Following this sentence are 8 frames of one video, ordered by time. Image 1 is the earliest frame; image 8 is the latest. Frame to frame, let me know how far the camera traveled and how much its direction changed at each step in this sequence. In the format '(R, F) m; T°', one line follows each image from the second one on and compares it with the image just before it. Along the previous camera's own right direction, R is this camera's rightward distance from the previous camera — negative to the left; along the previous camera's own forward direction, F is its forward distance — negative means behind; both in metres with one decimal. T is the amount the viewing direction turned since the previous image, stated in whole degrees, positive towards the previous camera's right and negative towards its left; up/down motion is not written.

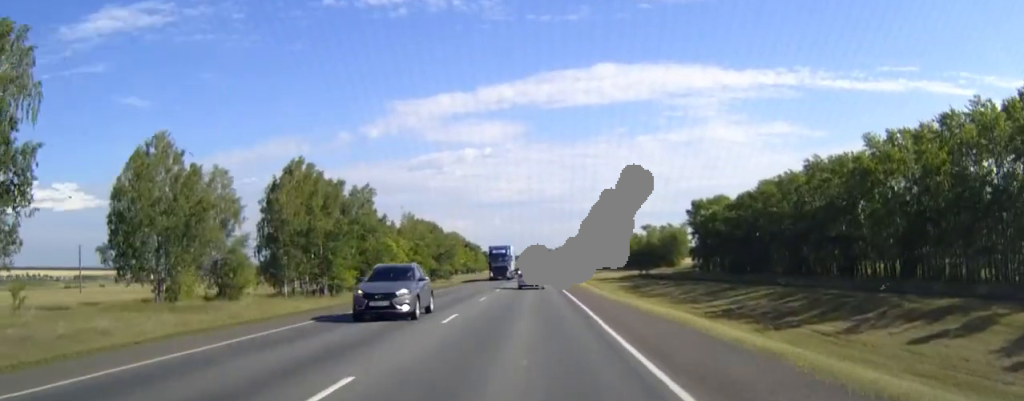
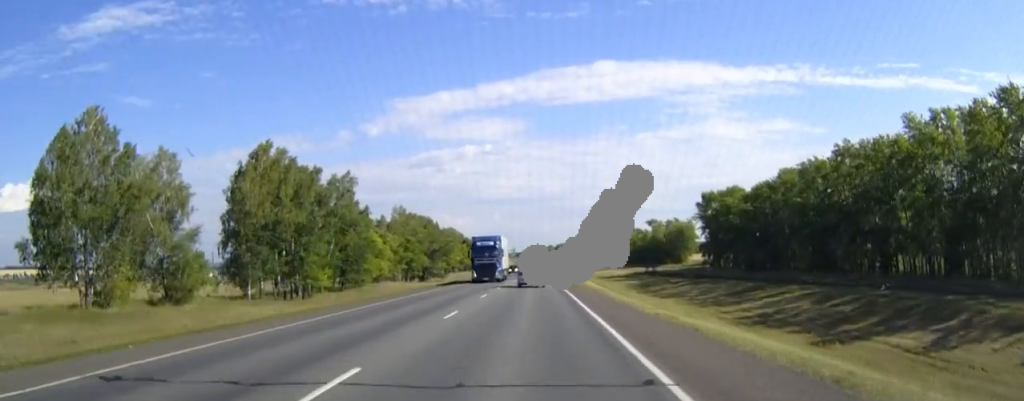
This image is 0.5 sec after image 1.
(0.0, +11.3) m; 0°
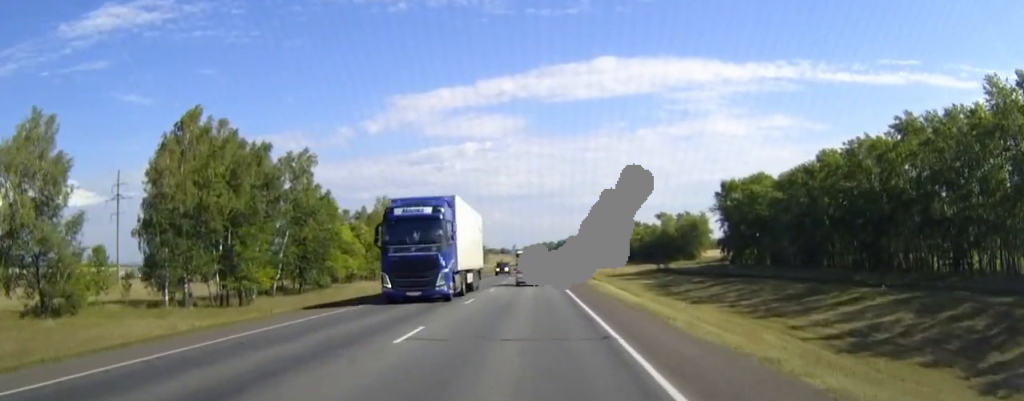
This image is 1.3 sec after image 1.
(0.0, +18.1) m; 0°
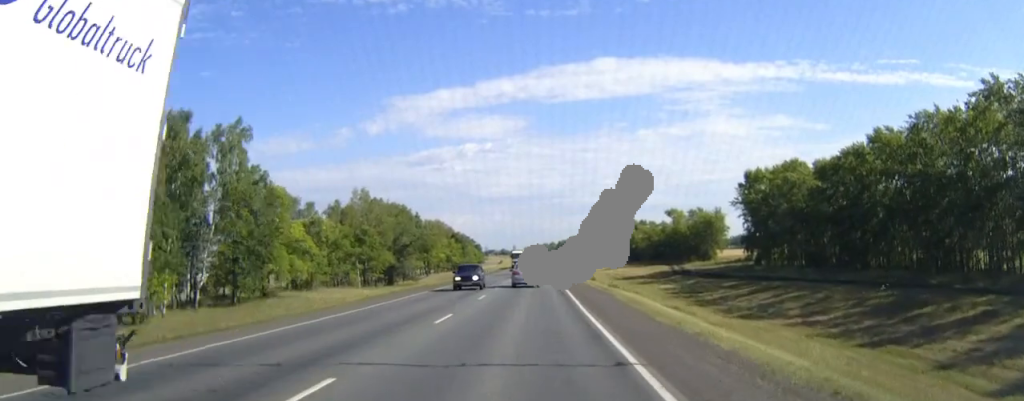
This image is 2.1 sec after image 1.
(0.0, +18.7) m; 0°
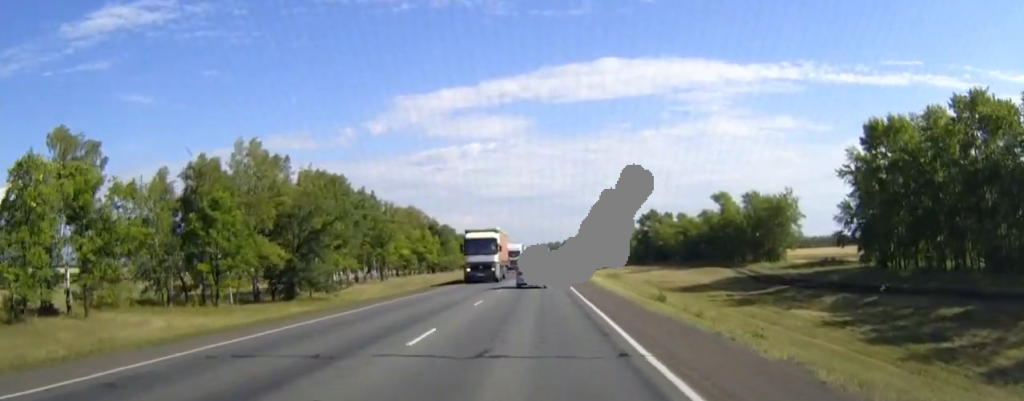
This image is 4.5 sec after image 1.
(-0.2, +53.3) m; 0°
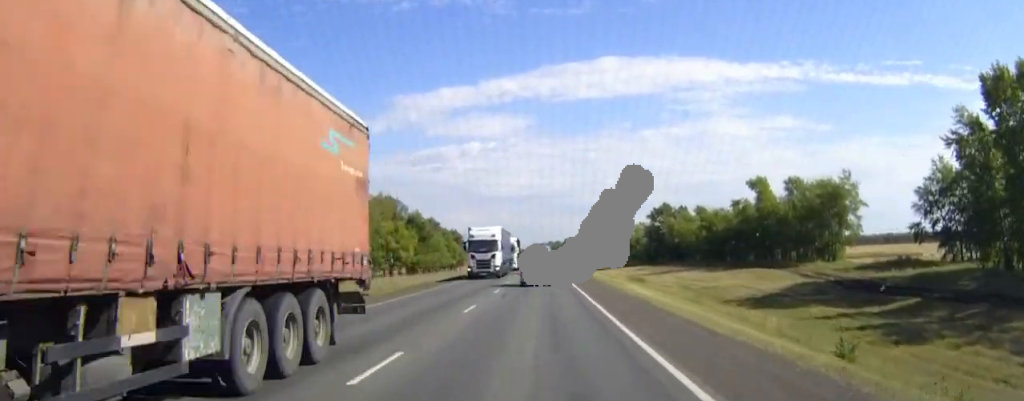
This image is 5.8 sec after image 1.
(0.0, +28.3) m; 0°
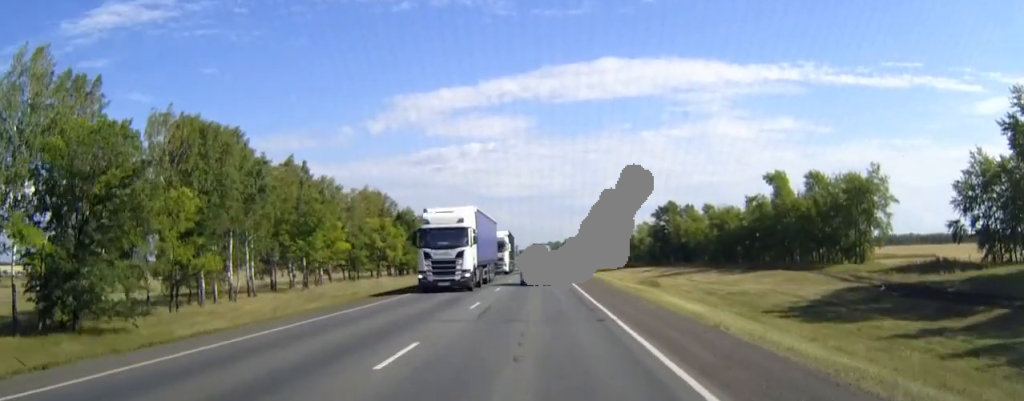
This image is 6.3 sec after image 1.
(0.0, +10.8) m; 0°
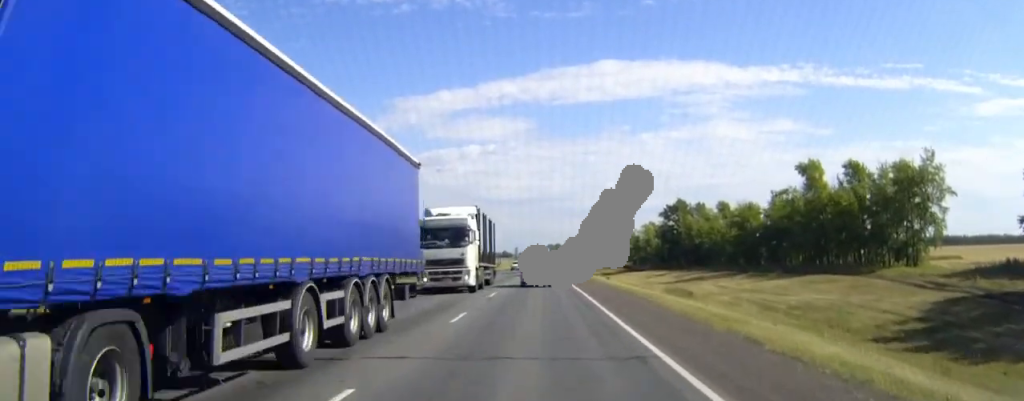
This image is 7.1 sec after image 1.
(0.0, +16.5) m; 0°
